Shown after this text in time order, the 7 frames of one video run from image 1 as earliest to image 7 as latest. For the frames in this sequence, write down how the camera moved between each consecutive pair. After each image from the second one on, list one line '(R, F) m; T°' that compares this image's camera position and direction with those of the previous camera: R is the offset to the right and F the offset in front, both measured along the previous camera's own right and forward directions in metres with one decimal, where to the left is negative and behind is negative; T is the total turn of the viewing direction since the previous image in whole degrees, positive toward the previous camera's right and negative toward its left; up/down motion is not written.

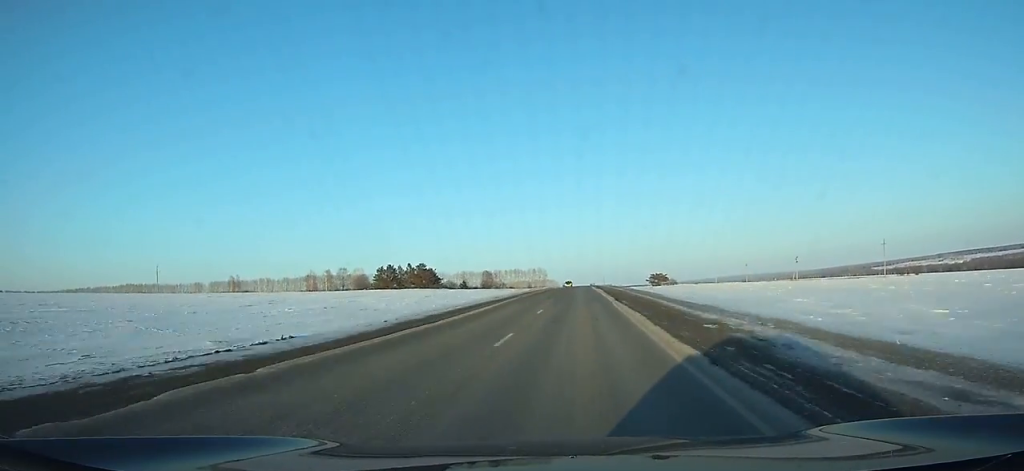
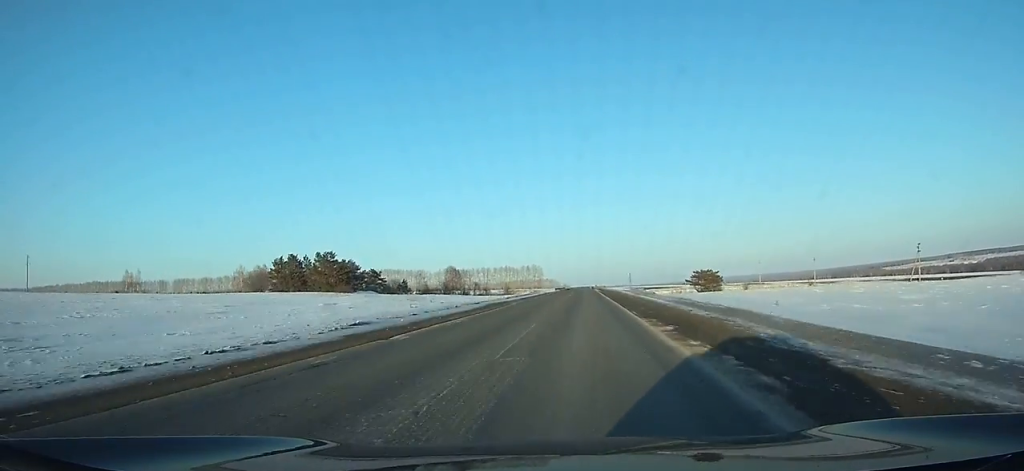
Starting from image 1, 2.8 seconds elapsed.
(-0.5, +79.4) m; 0°
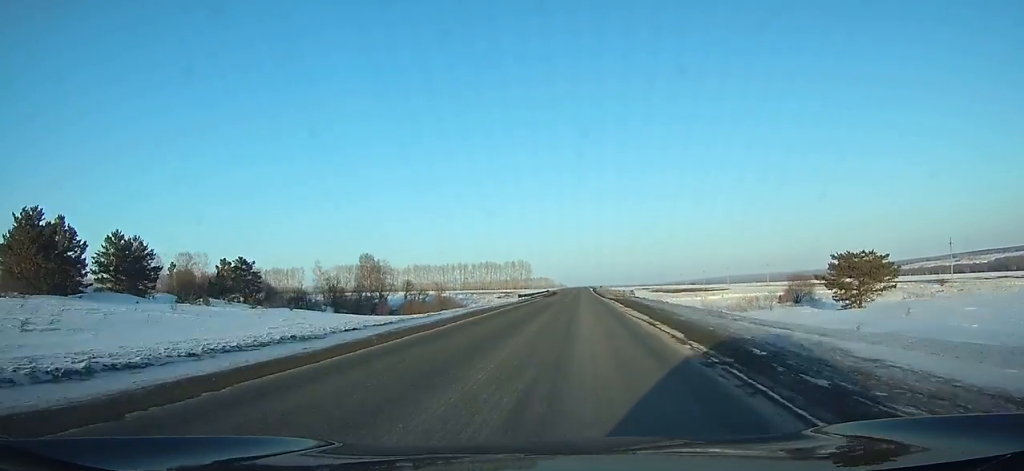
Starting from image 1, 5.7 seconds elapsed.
(-0.1, +81.8) m; 0°
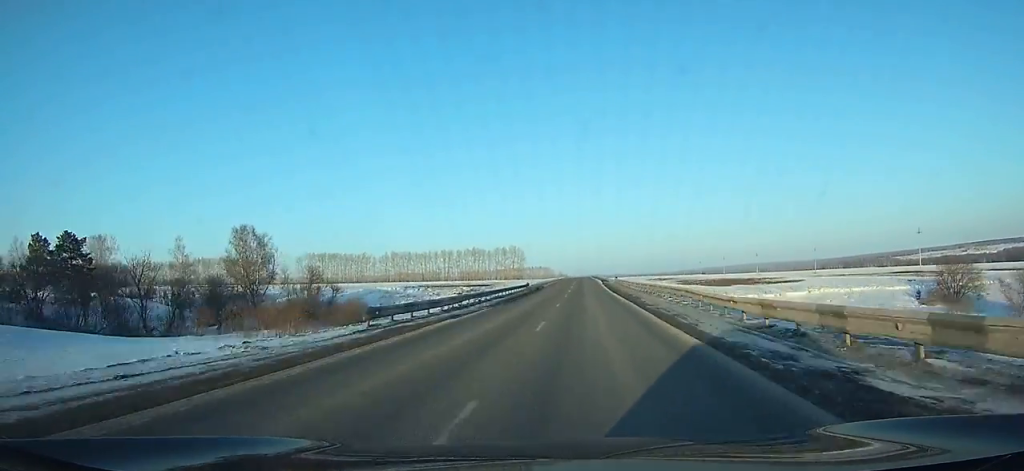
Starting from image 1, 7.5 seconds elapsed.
(0.0, +50.6) m; 0°
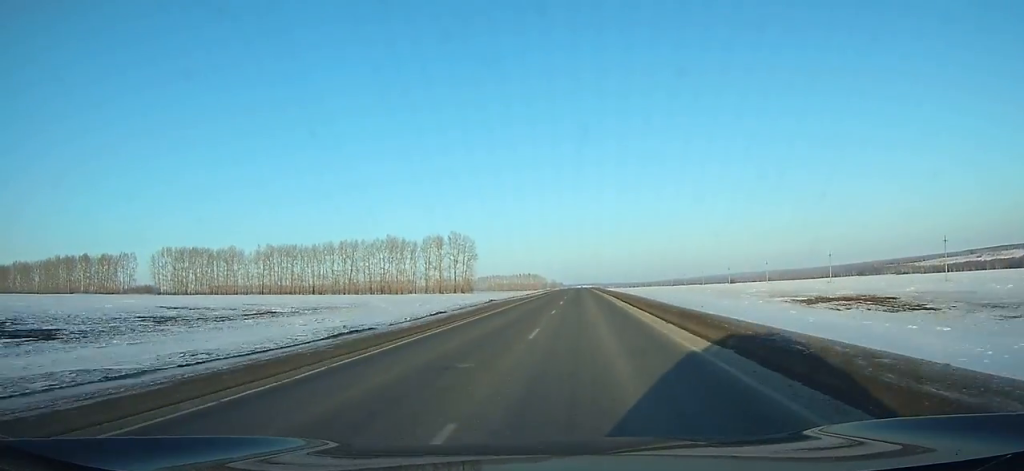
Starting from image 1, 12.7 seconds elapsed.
(+0.1, +146.0) m; 0°
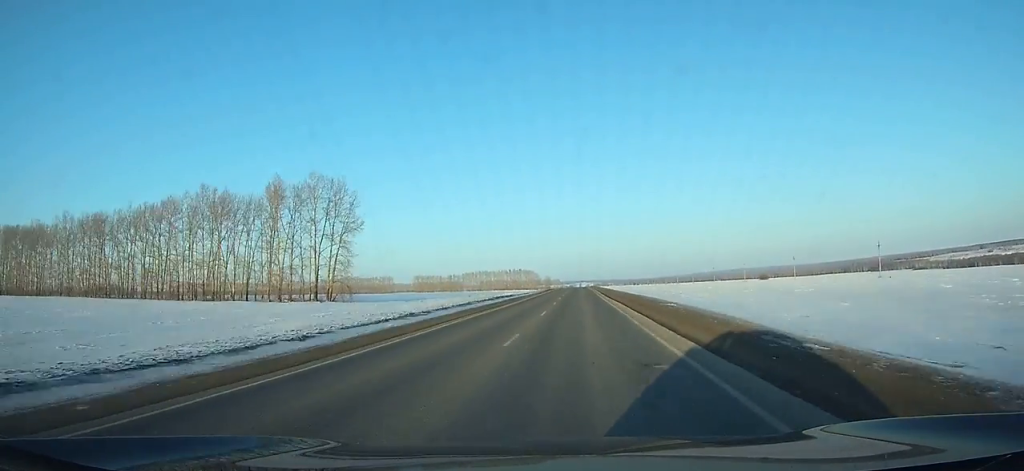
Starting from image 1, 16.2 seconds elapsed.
(-0.3, +99.5) m; 0°
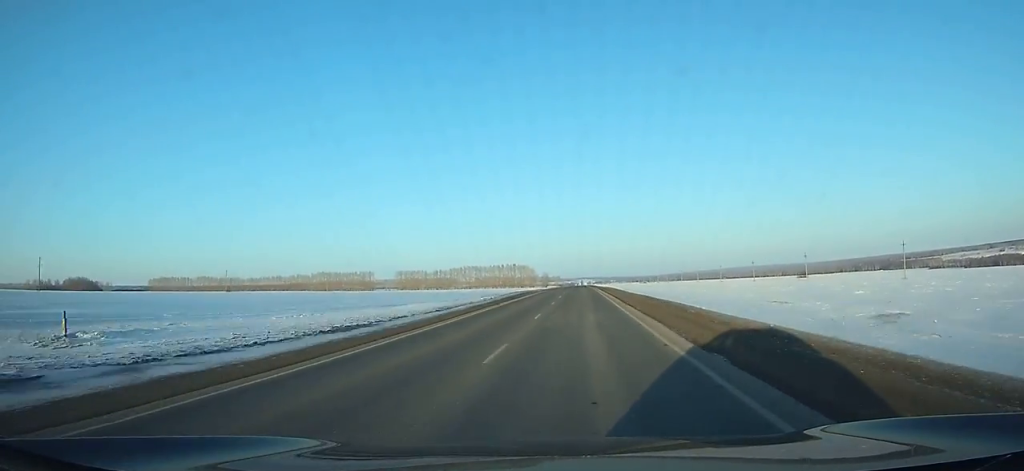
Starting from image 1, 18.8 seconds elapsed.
(0.0, +74.5) m; 0°
